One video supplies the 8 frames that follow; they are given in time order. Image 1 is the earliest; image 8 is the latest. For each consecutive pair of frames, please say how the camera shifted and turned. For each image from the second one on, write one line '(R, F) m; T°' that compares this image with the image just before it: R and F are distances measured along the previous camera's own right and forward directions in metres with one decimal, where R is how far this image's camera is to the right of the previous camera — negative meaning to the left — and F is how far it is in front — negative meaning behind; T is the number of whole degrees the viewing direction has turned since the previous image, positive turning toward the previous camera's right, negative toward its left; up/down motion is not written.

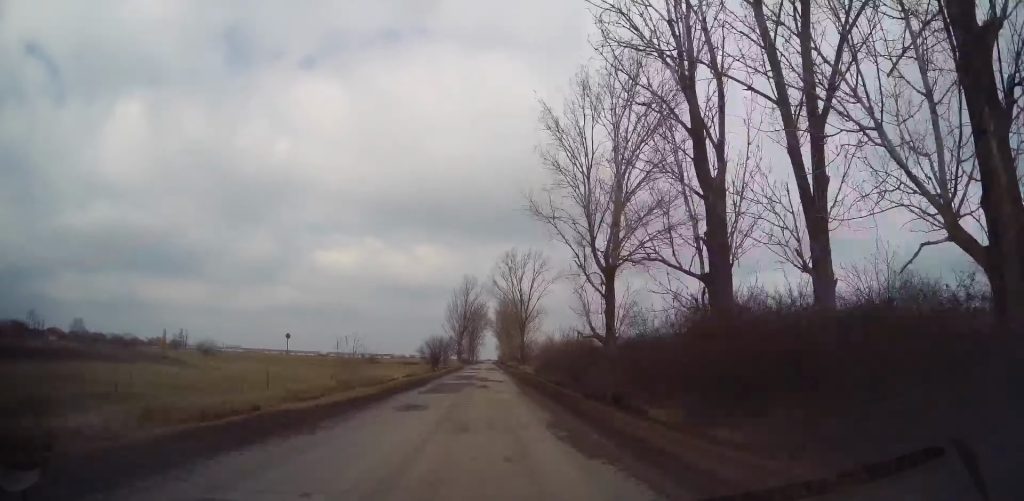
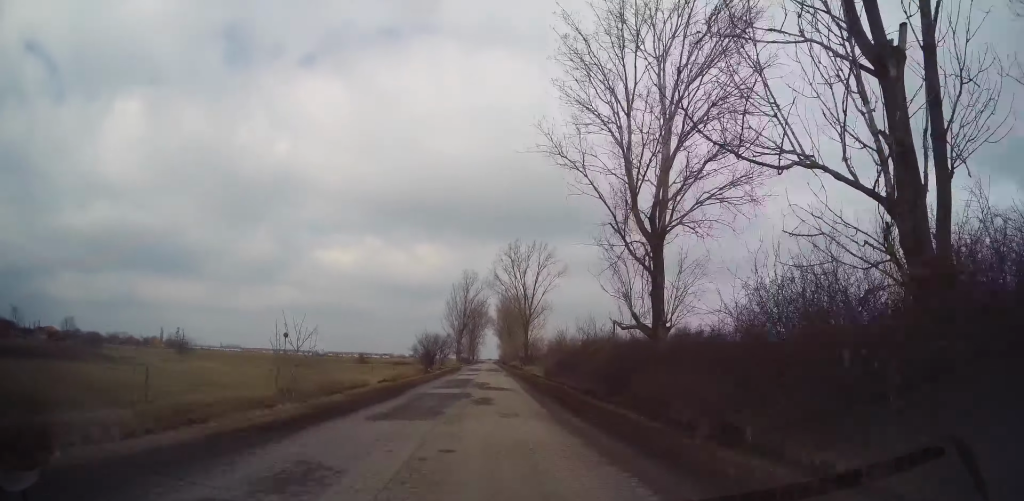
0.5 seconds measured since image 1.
(0.0, +8.5) m; 0°
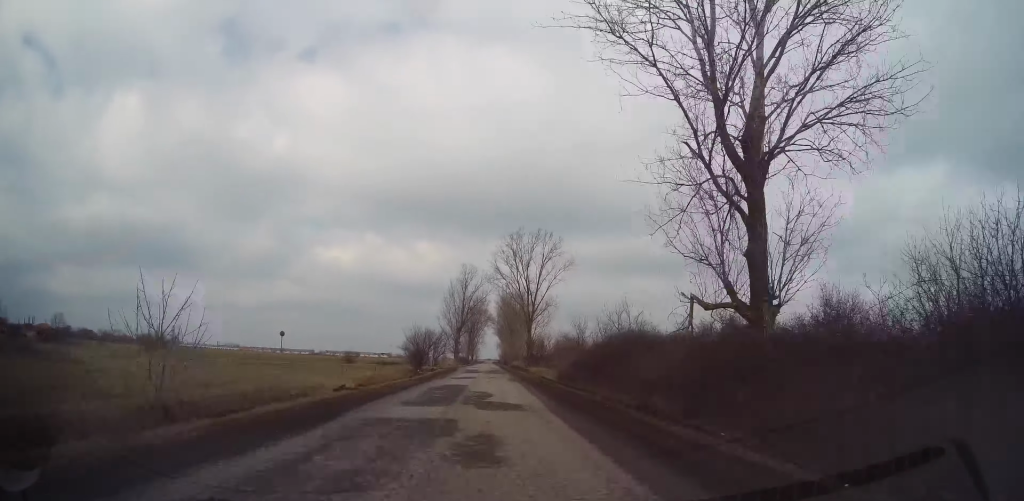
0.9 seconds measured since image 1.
(0.0, +8.7) m; 0°
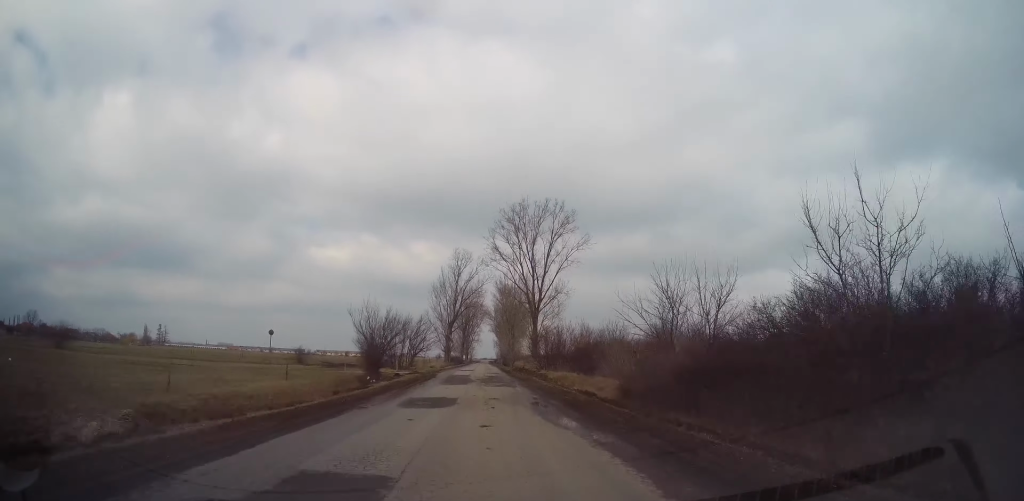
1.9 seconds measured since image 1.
(+0.1, +18.8) m; +1°
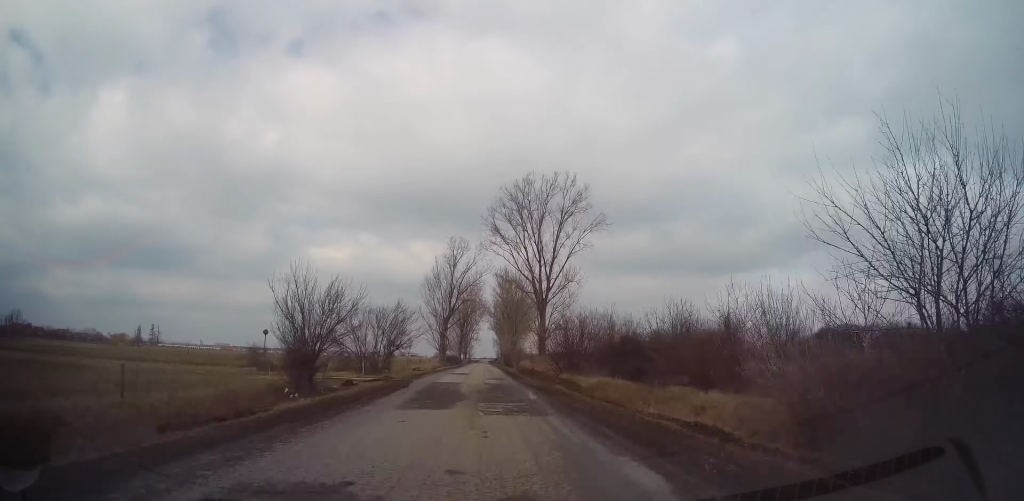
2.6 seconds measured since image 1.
(+0.3, +12.0) m; 0°
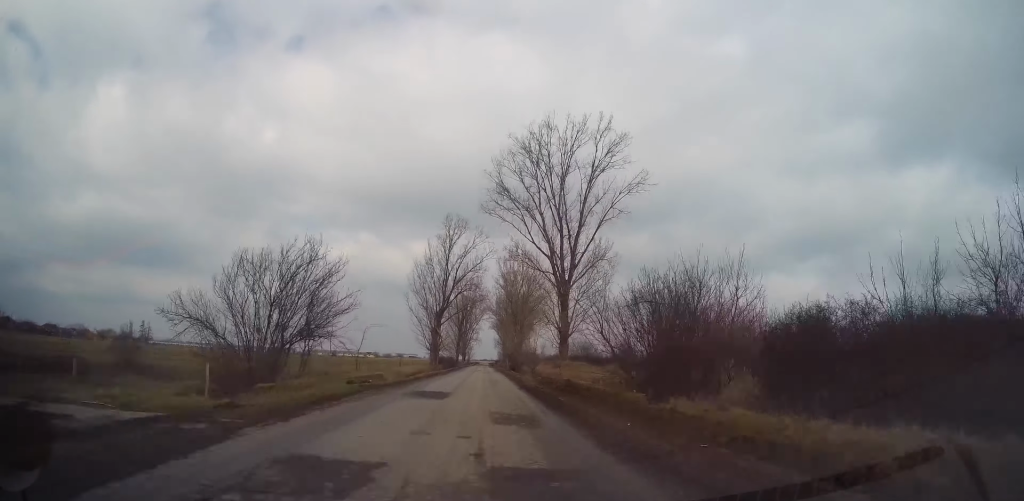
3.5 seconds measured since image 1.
(-0.3, +18.3) m; -1°
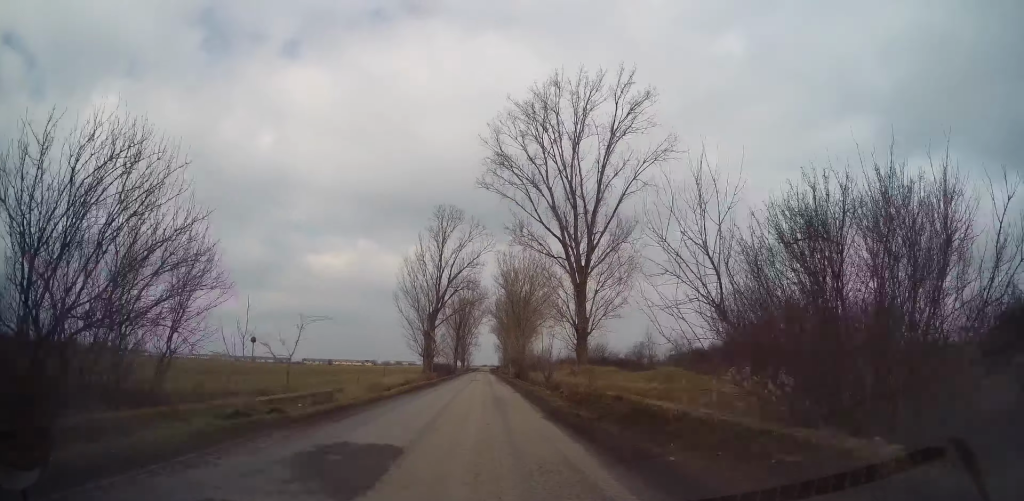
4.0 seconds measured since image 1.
(0.0, +9.6) m; 0°
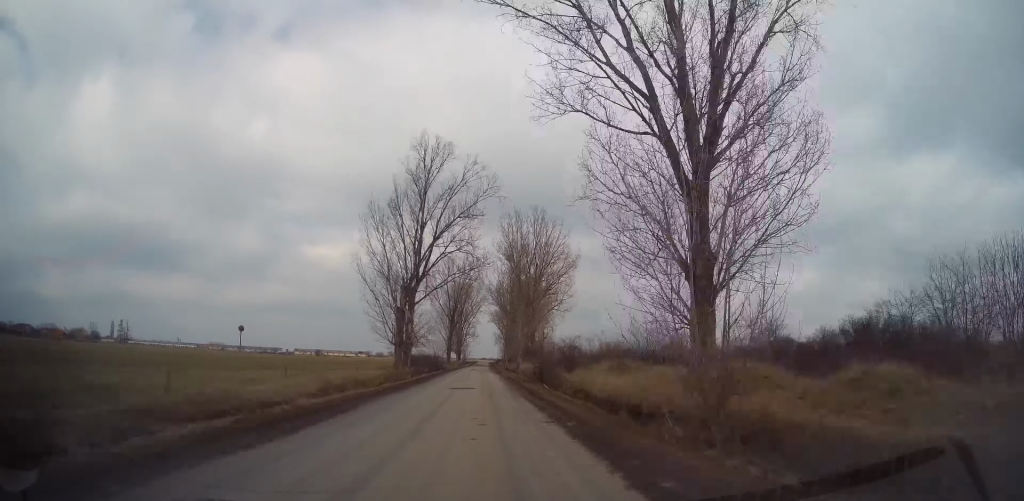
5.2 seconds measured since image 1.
(+0.2, +23.3) m; 0°
